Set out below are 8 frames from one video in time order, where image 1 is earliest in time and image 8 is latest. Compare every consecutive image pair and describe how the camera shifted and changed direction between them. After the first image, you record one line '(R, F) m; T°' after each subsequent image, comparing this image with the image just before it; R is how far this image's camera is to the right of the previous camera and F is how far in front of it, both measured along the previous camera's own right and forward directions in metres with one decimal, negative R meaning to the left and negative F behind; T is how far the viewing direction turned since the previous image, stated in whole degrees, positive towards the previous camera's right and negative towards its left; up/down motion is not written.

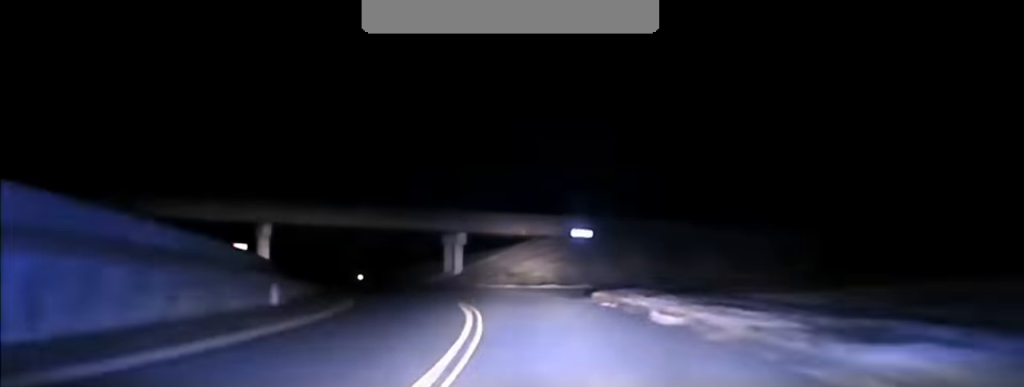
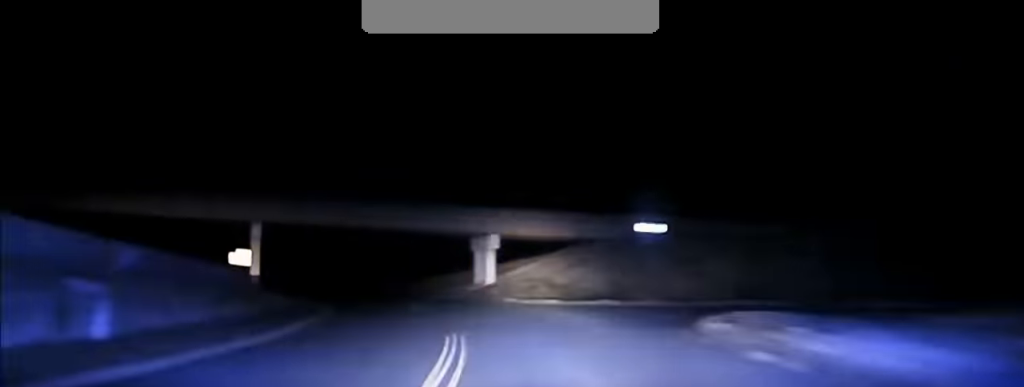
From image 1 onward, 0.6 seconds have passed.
(+0.3, +16.2) m; -1°
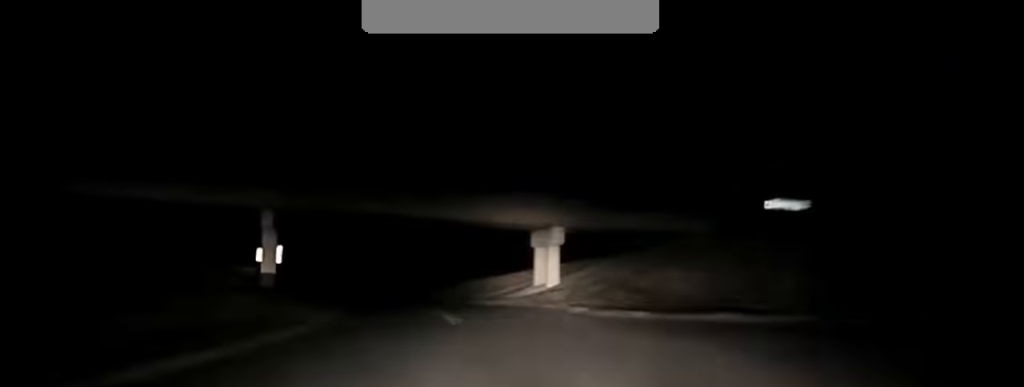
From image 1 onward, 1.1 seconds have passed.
(0.0, +13.0) m; -4°
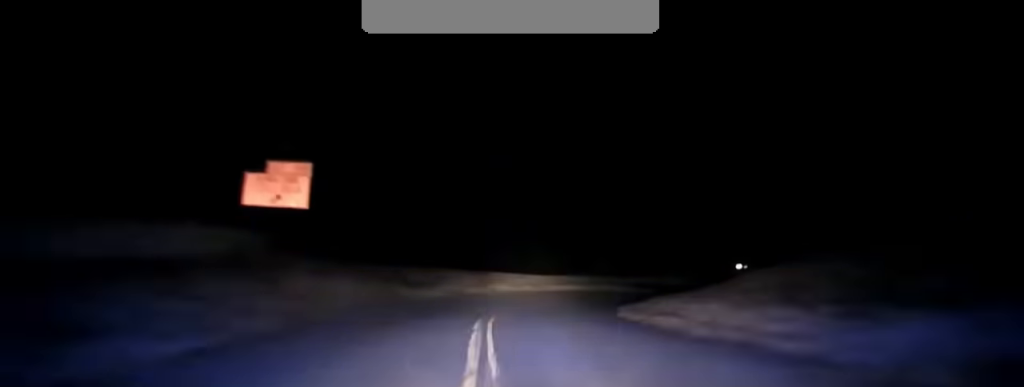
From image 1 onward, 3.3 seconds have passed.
(-7.4, +57.1) m; -12°
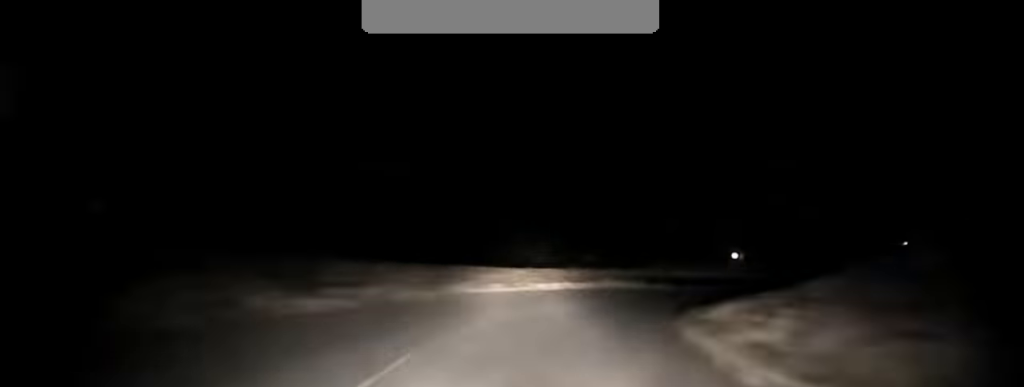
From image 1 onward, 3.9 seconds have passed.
(-0.9, +17.4) m; 0°
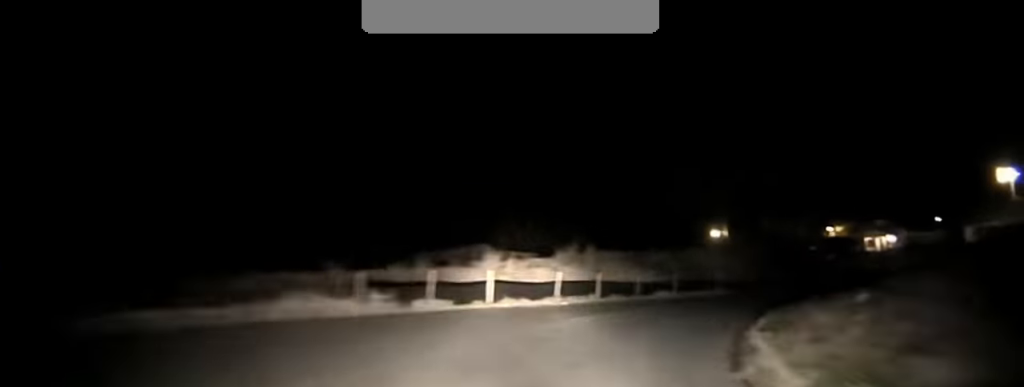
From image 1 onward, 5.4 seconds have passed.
(+1.3, +33.7) m; +13°
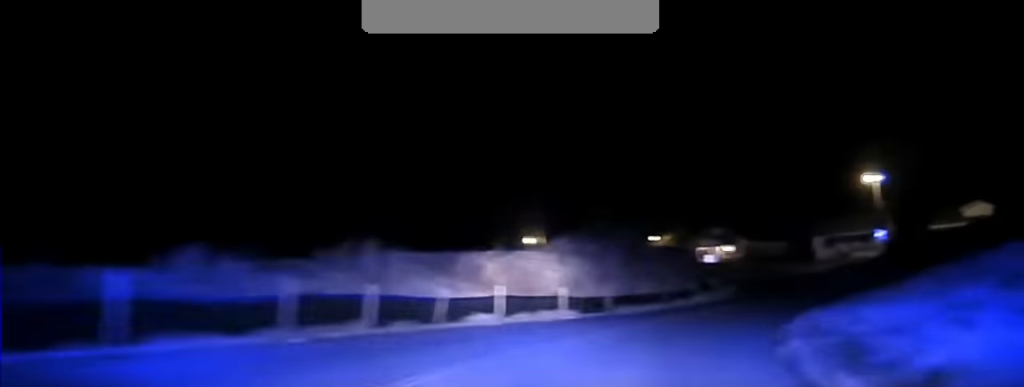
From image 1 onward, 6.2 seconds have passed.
(+2.4, +15.4) m; +14°
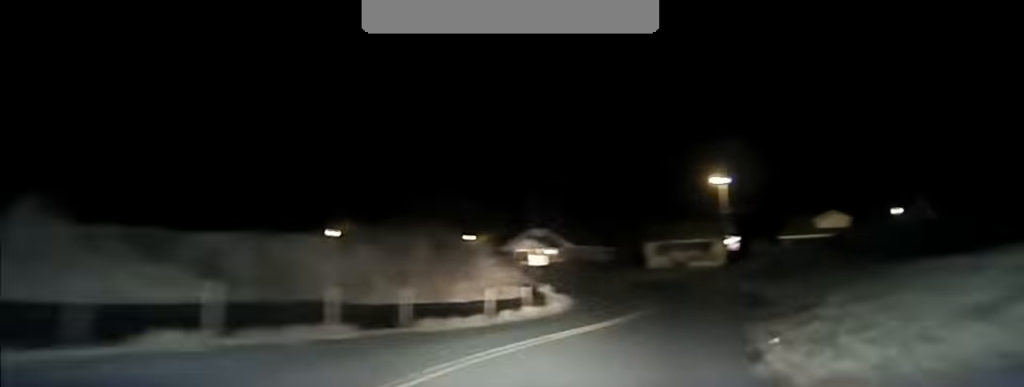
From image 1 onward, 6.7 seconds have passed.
(+1.1, +11.1) m; +8°
